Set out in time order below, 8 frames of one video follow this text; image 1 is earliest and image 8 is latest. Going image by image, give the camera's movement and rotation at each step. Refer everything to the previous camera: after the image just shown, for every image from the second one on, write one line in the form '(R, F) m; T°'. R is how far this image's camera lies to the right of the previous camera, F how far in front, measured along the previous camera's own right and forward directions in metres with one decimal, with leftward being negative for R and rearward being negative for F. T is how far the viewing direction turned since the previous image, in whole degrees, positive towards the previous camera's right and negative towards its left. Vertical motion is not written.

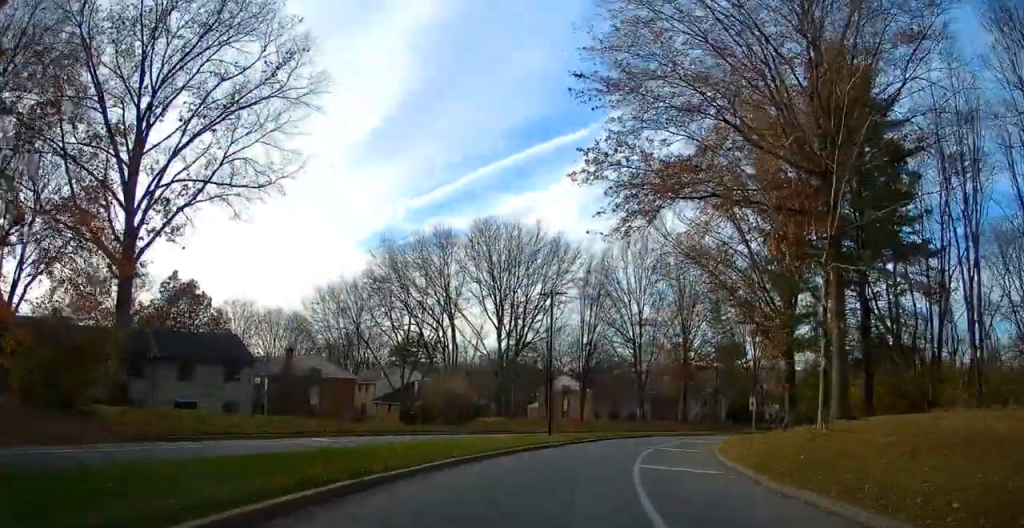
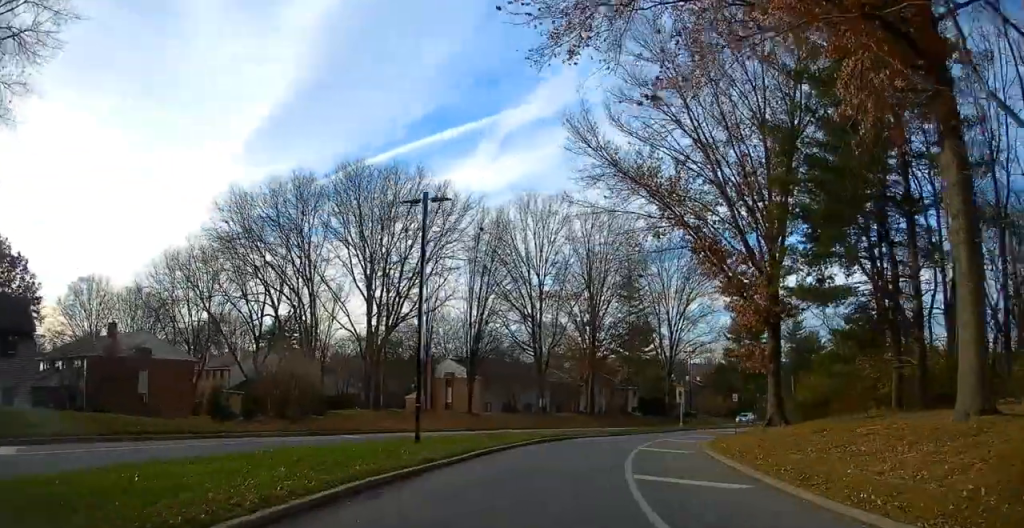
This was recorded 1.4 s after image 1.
(+1.3, +14.7) m; +9°
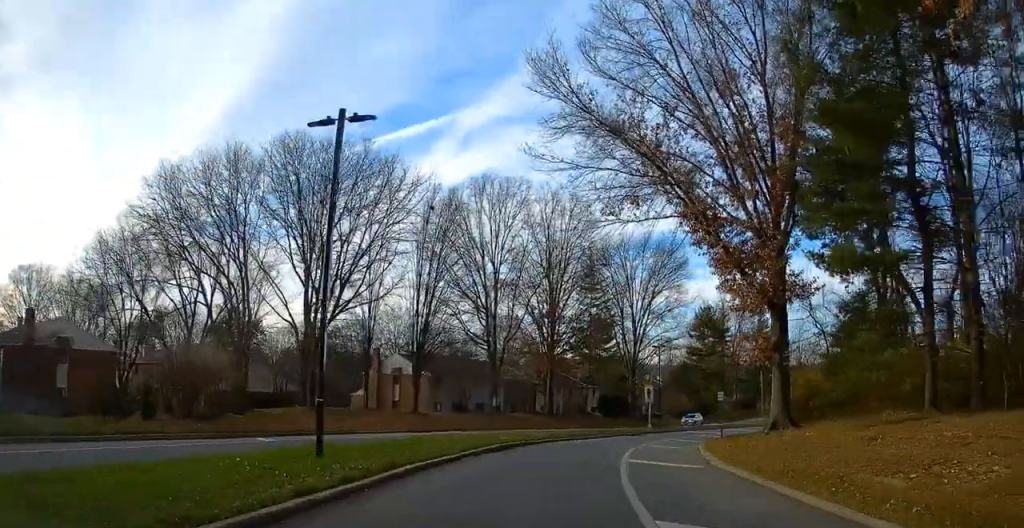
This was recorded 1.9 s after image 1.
(-0.1, +5.7) m; +4°
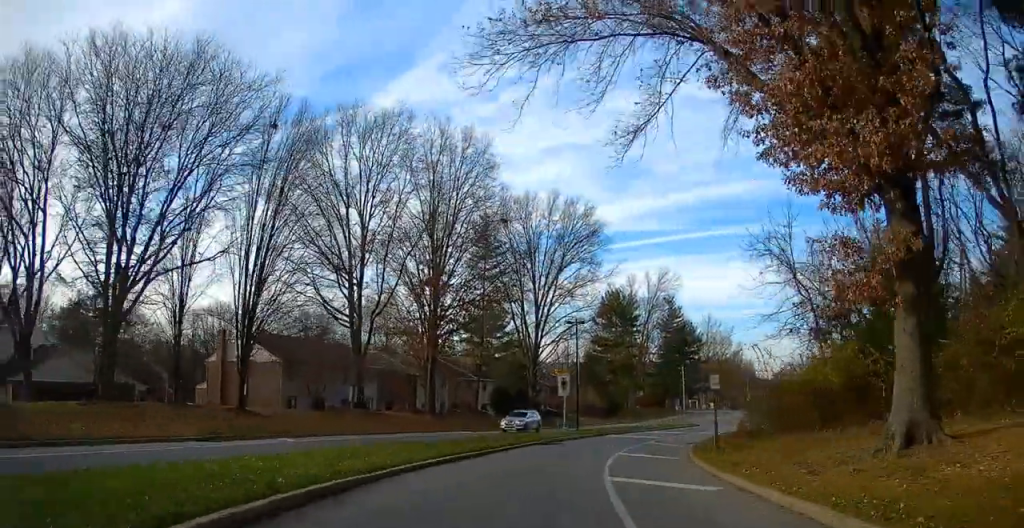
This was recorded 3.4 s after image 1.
(+1.9, +15.6) m; +10°
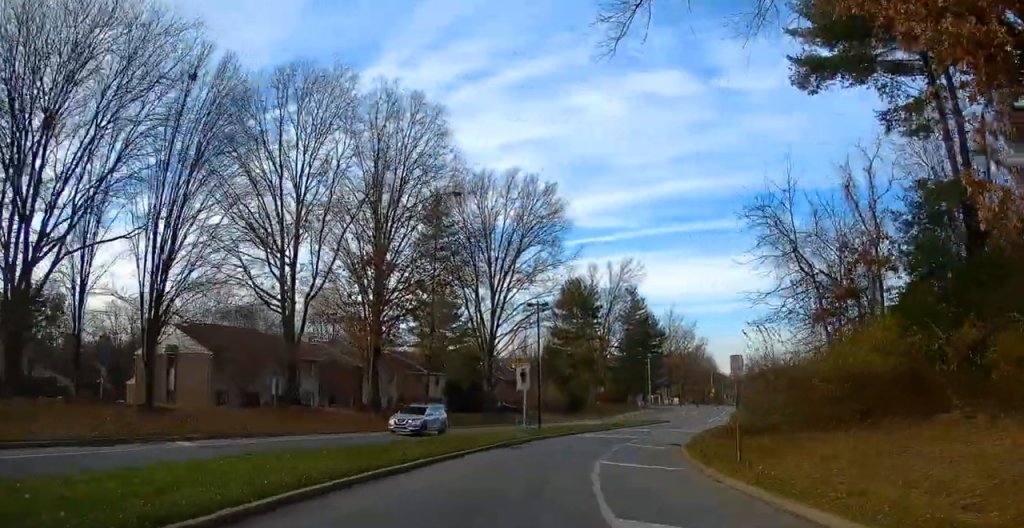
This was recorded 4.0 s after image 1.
(-0.1, +6.4) m; +2°
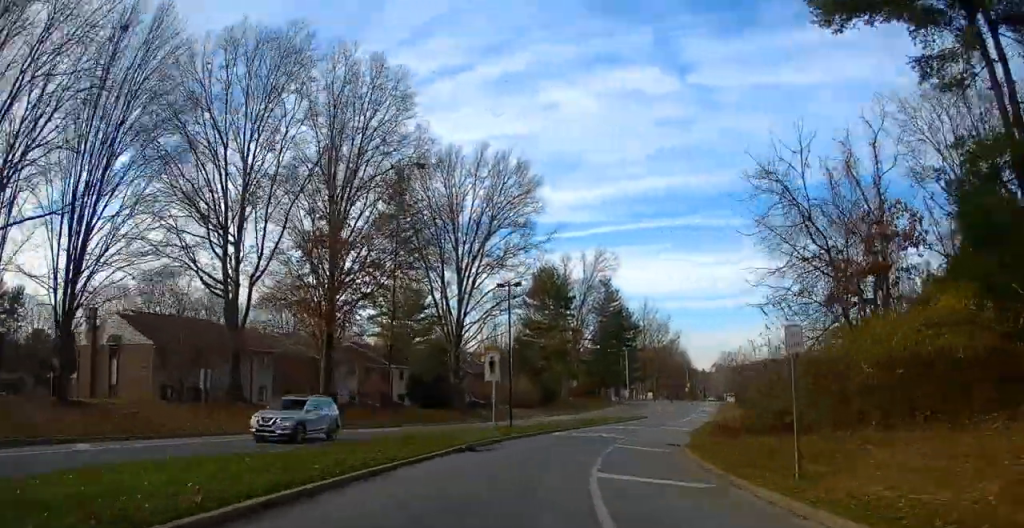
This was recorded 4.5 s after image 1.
(+0.2, +5.1) m; +2°
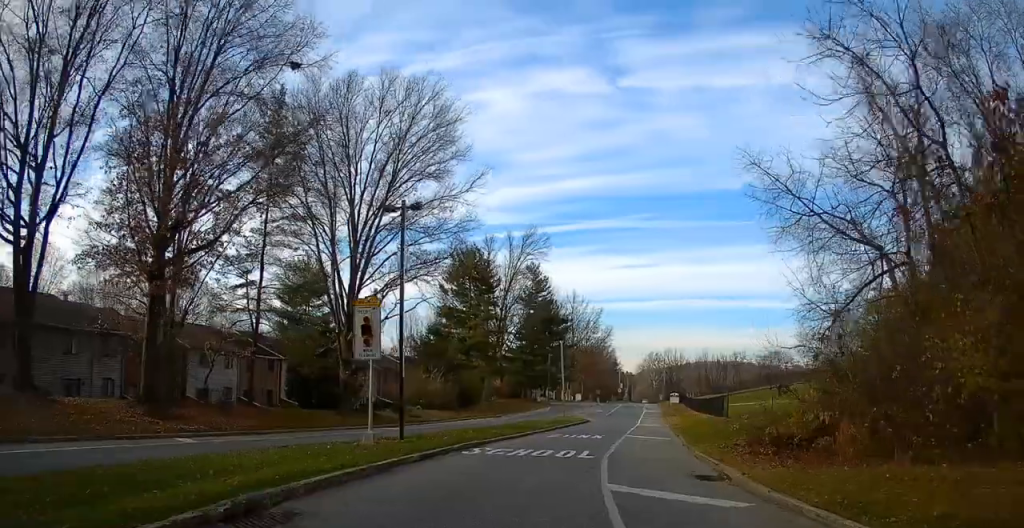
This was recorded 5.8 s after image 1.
(+0.9, +14.2) m; +7°
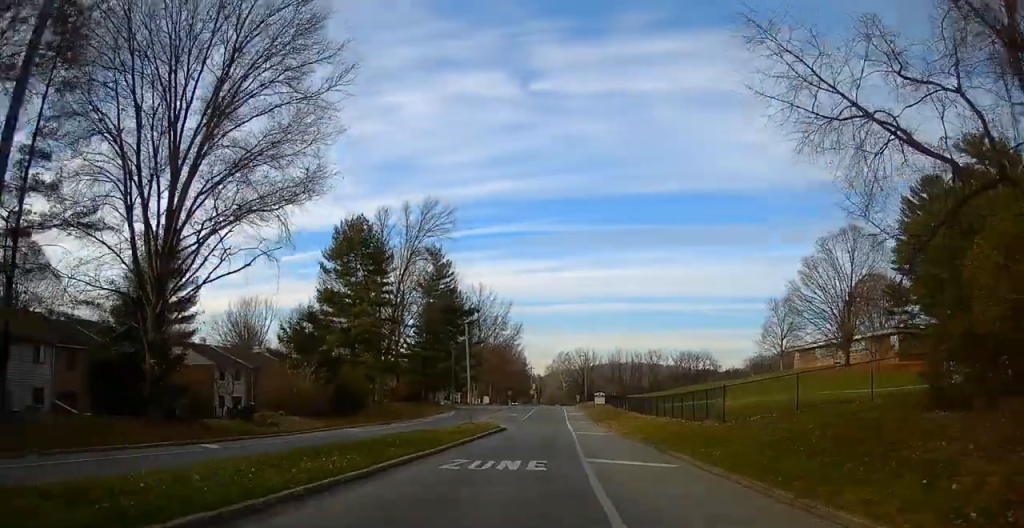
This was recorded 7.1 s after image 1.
(+1.0, +14.8) m; +5°
